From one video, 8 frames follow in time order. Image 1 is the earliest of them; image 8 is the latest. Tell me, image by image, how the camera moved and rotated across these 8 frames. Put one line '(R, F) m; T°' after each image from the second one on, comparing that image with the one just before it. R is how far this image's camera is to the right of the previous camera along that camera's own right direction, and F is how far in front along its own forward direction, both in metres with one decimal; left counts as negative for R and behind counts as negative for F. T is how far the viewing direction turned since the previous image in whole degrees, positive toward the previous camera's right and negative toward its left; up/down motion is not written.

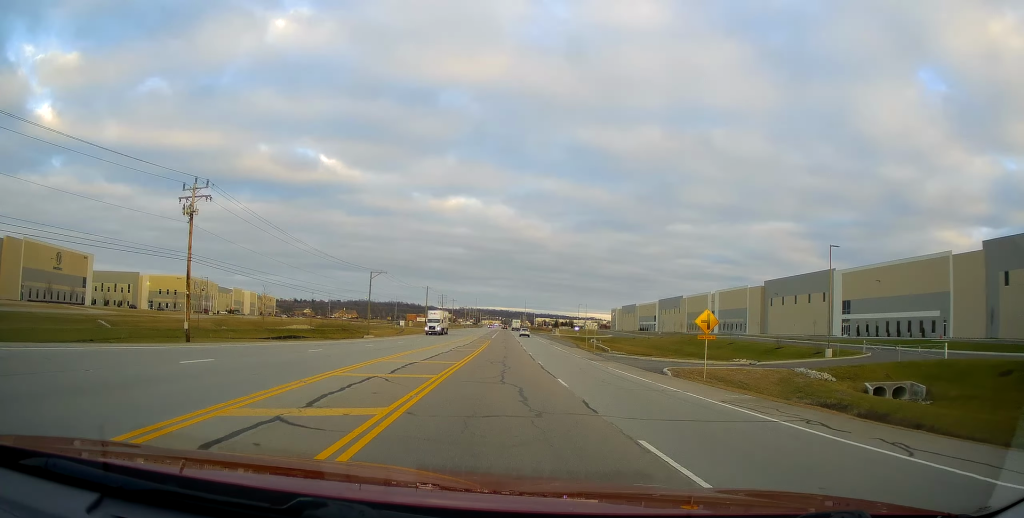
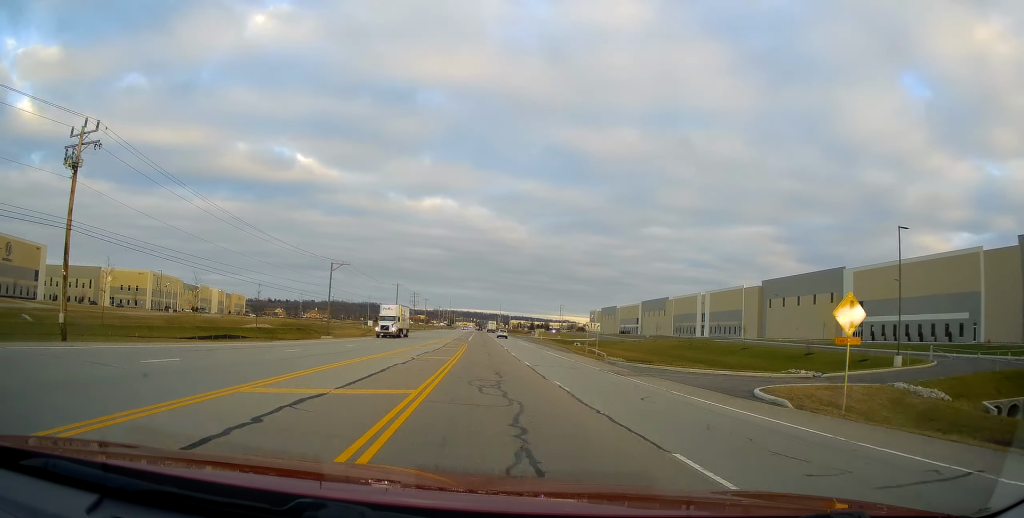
(+0.3, +13.0) m; +2°
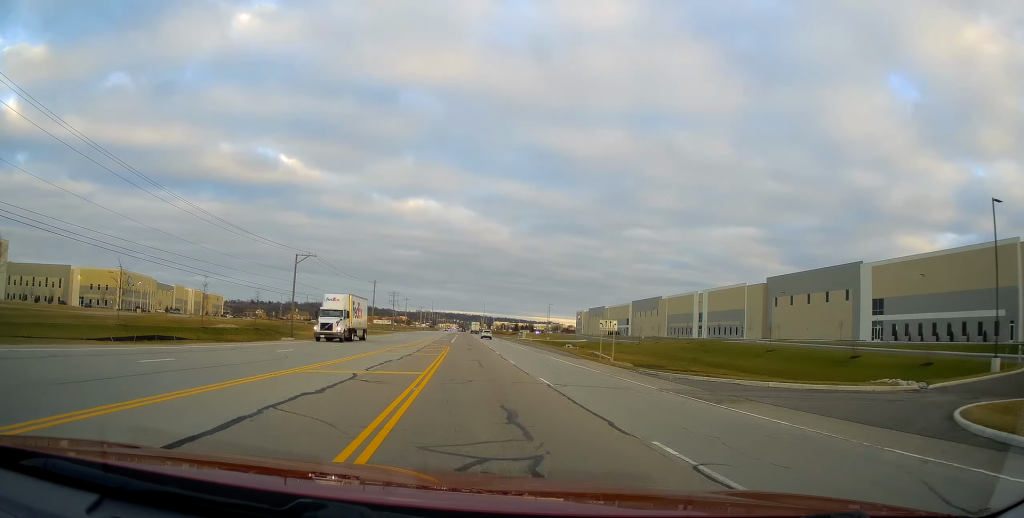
(+0.2, +11.4) m; +1°
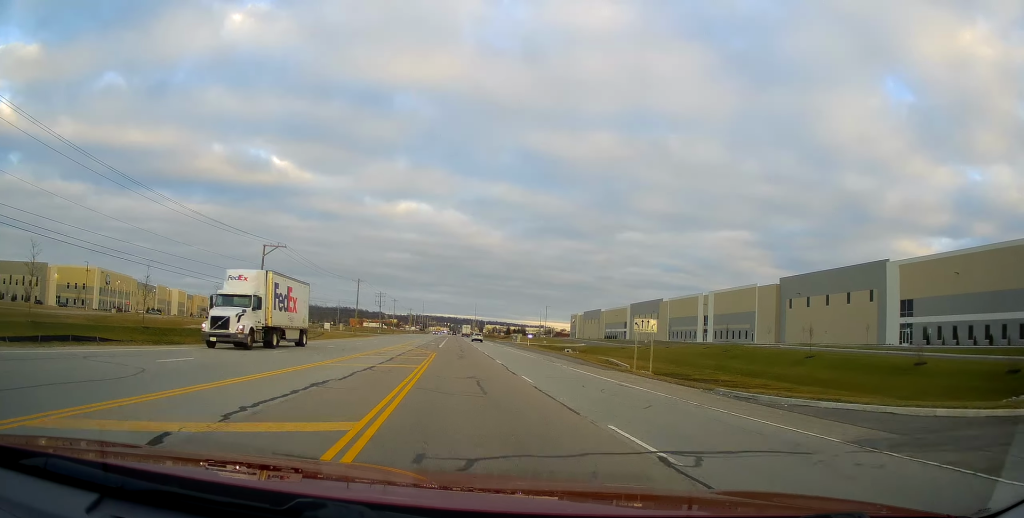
(0.0, +10.6) m; +1°
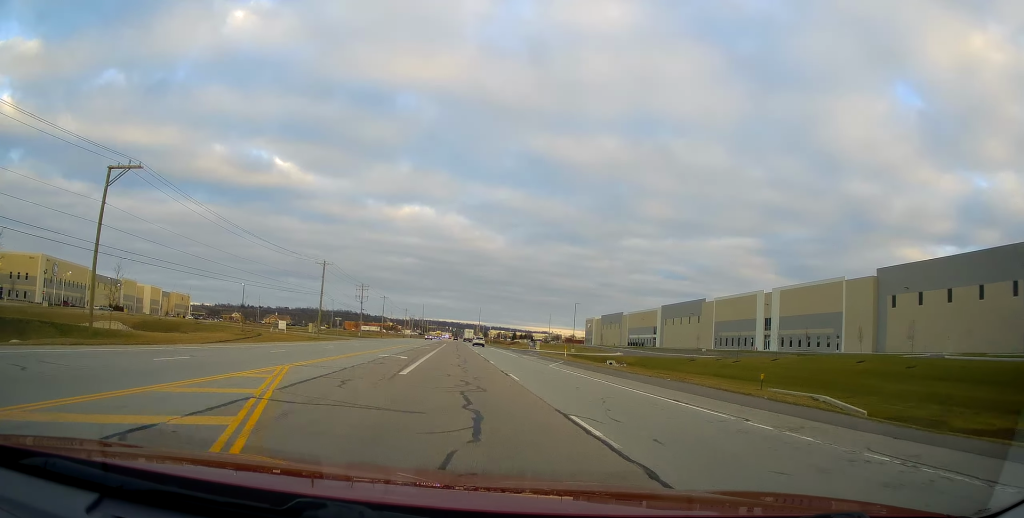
(+1.5, +34.8) m; +3°
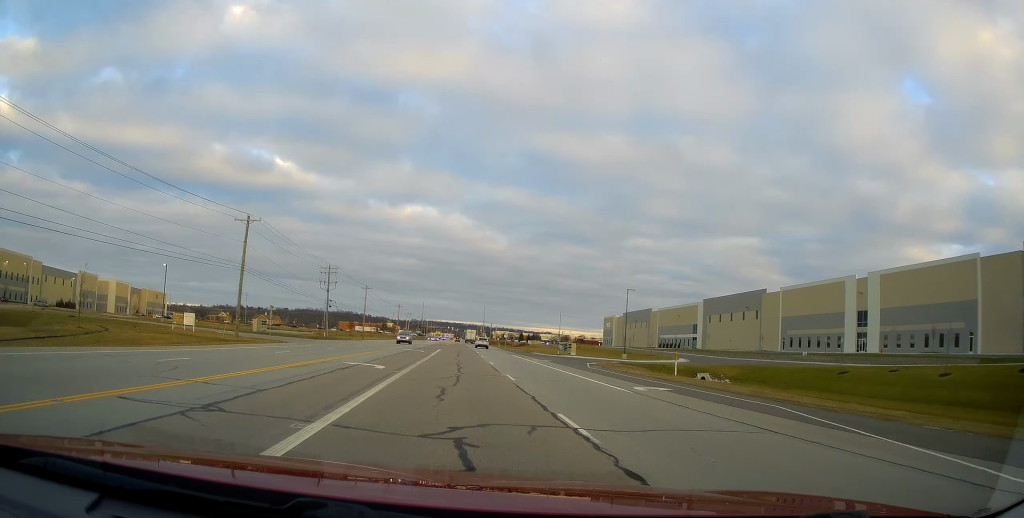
(-0.3, +35.0) m; -1°
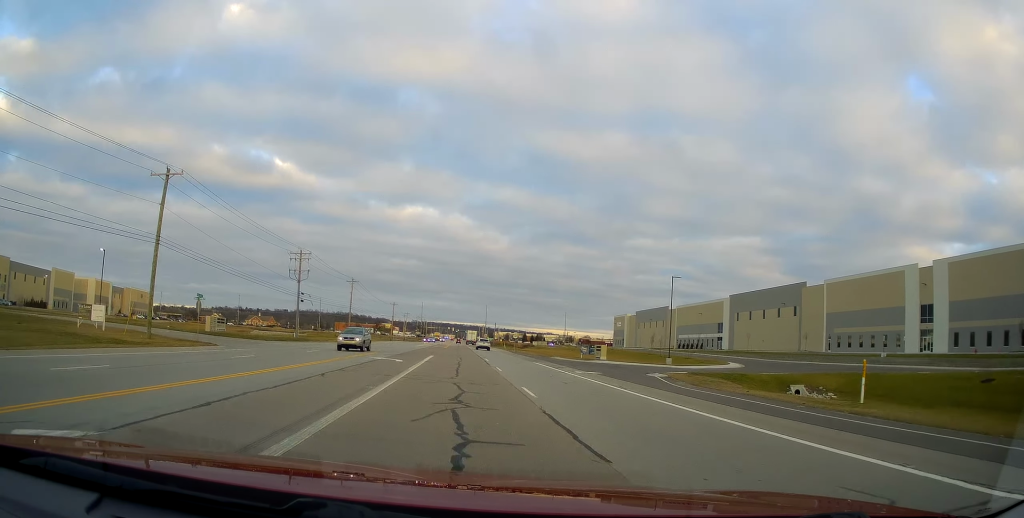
(-0.1, +17.6) m; +1°
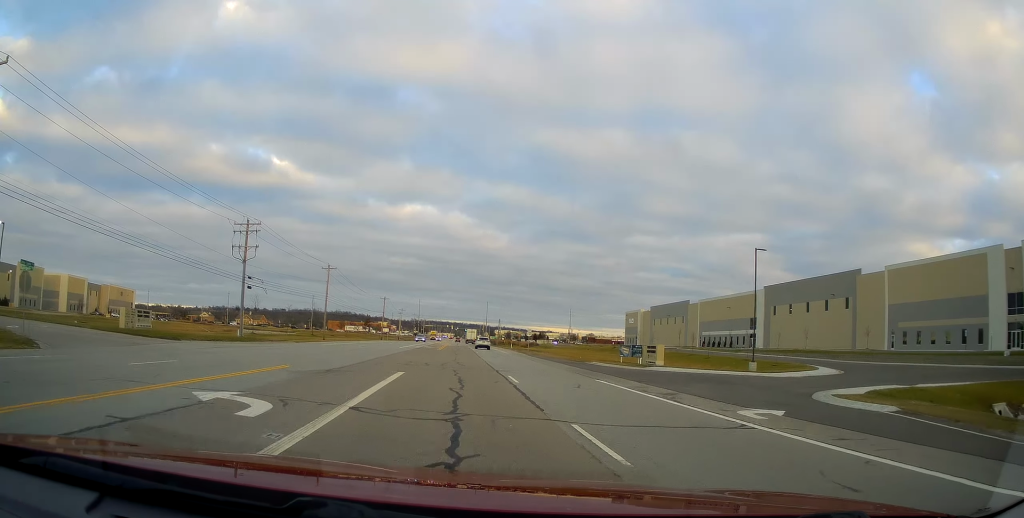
(+0.5, +20.0) m; 0°
